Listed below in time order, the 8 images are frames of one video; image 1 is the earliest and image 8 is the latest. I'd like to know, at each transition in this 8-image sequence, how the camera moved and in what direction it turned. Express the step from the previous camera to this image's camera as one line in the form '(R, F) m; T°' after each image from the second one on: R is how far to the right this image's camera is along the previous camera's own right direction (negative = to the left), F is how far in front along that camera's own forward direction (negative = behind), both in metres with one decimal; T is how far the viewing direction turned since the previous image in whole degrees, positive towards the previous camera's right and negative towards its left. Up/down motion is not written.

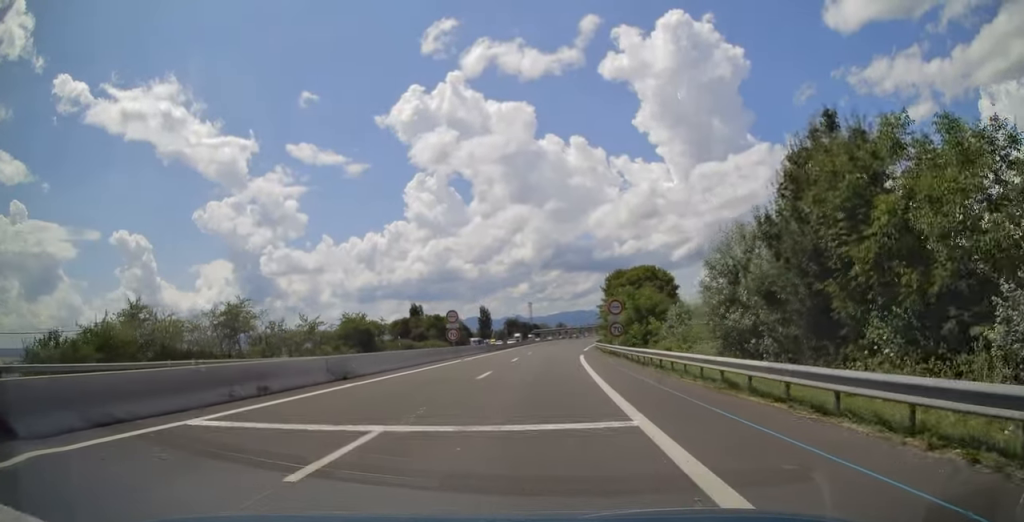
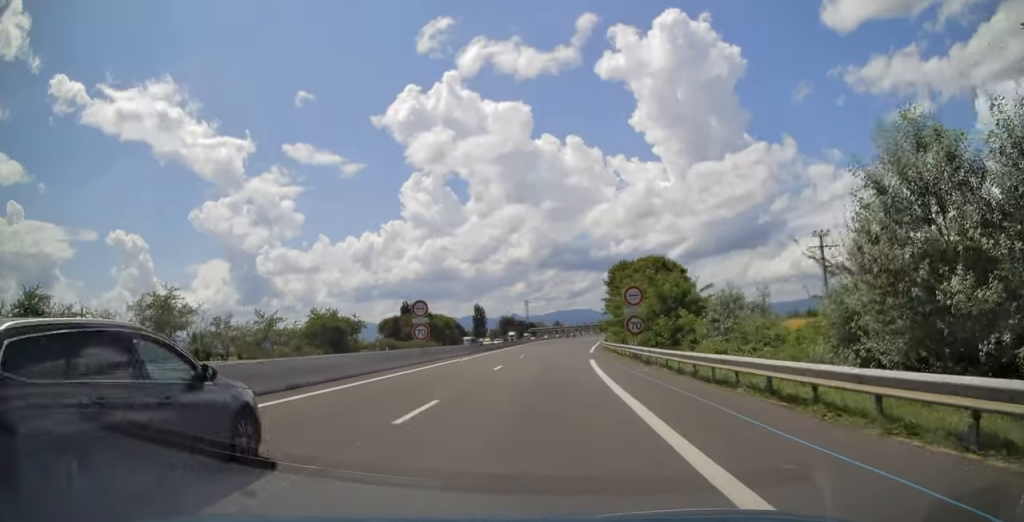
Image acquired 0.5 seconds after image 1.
(0.0, +11.1) m; 0°
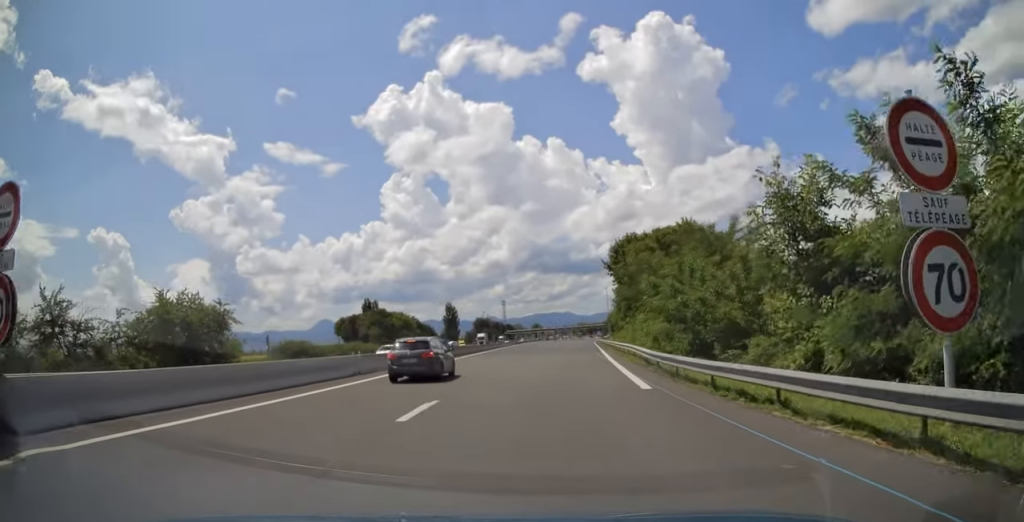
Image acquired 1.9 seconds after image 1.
(+0.5, +29.5) m; +3°
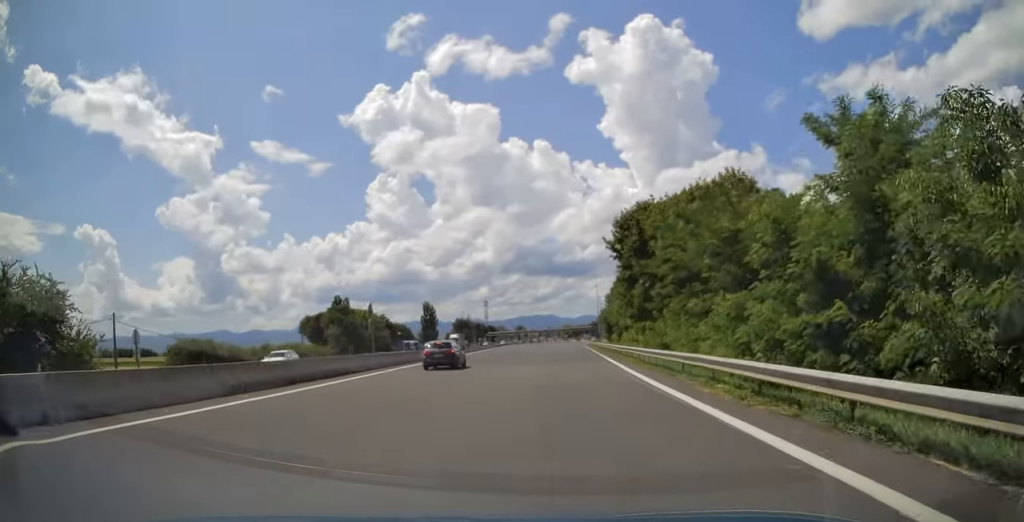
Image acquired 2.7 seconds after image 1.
(+0.3, +18.2) m; +1°
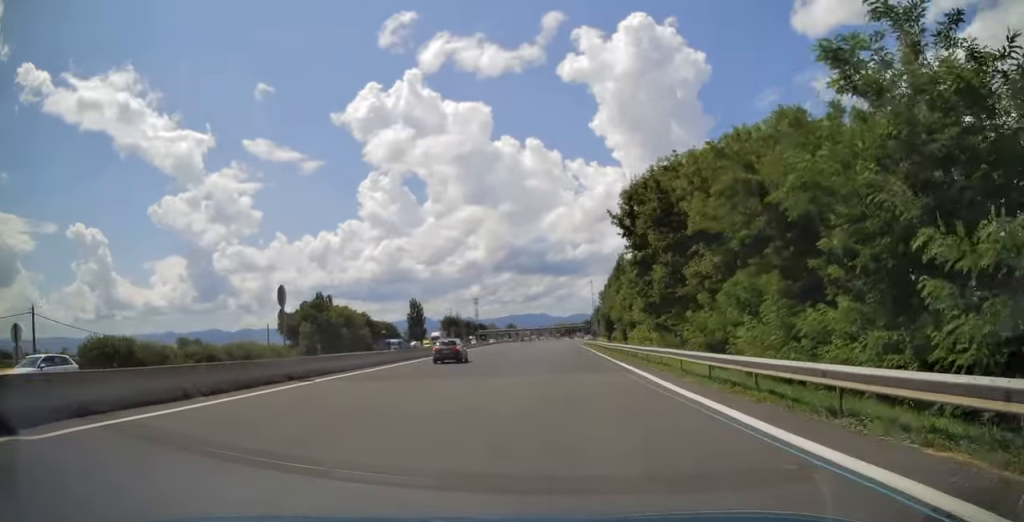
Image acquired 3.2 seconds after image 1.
(+0.1, +11.0) m; +1°
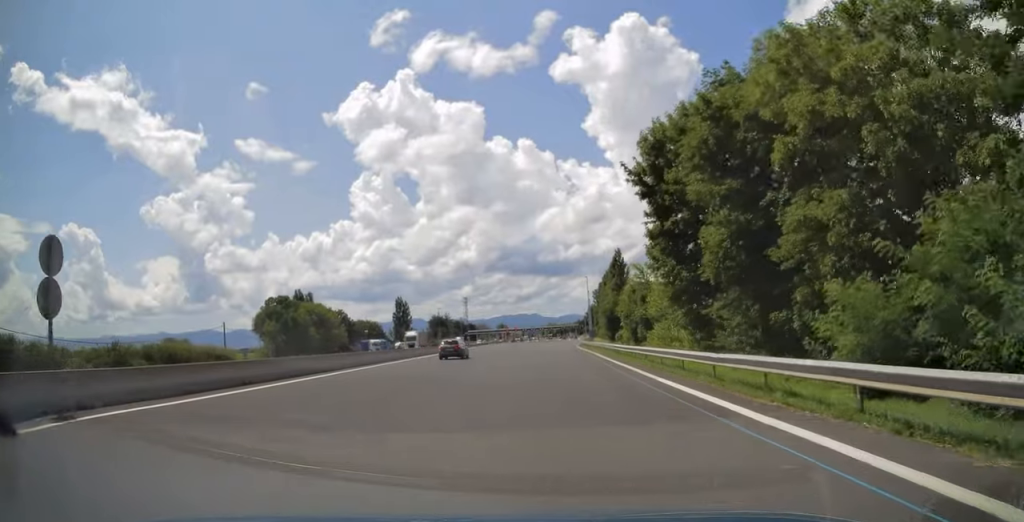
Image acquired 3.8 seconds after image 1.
(0.0, +12.3) m; 0°
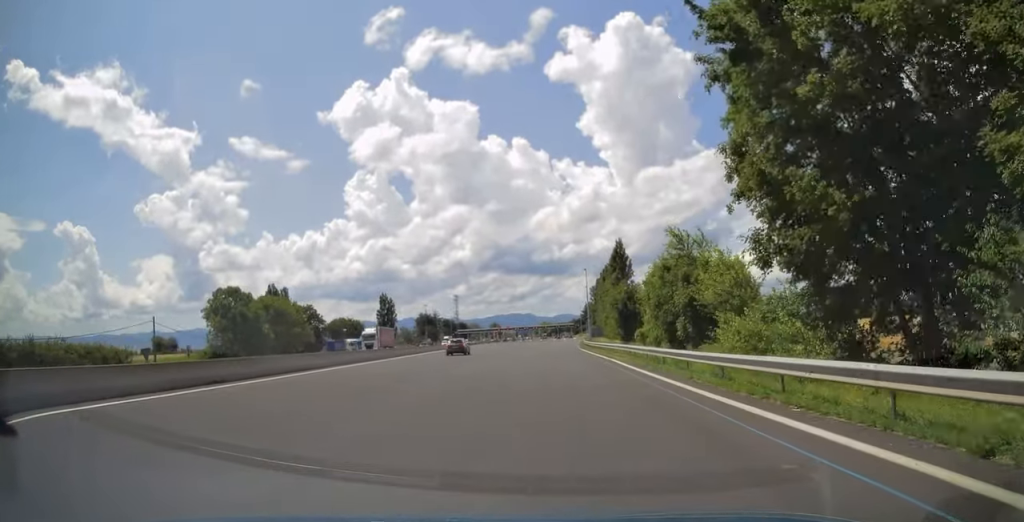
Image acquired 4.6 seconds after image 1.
(0.0, +16.7) m; +1°
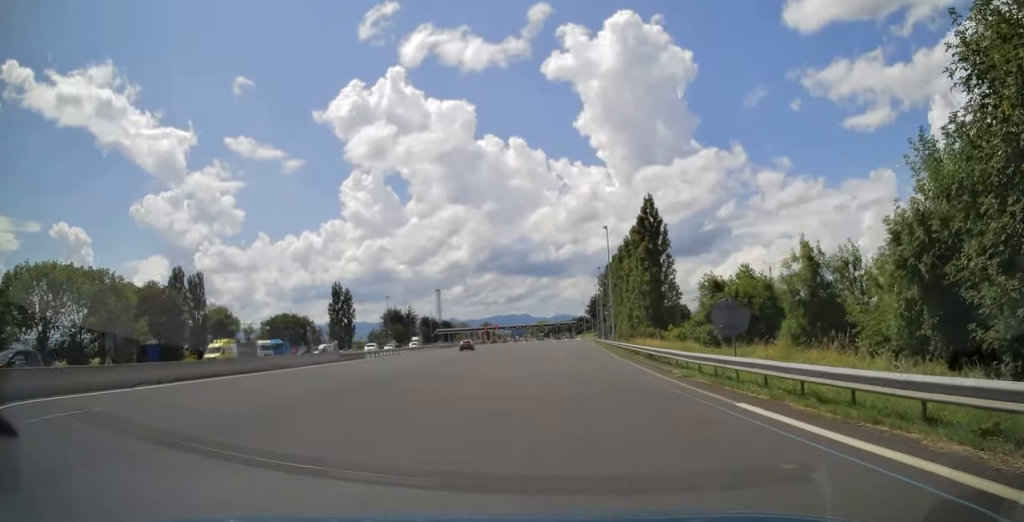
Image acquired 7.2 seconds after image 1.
(+1.4, +52.7) m; +1°
